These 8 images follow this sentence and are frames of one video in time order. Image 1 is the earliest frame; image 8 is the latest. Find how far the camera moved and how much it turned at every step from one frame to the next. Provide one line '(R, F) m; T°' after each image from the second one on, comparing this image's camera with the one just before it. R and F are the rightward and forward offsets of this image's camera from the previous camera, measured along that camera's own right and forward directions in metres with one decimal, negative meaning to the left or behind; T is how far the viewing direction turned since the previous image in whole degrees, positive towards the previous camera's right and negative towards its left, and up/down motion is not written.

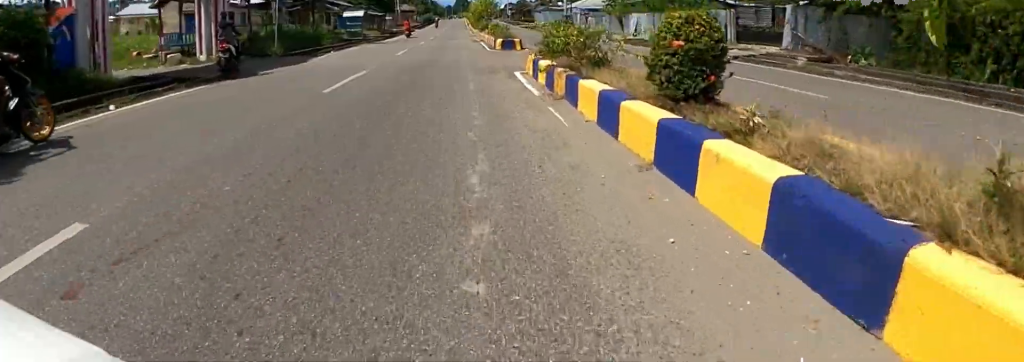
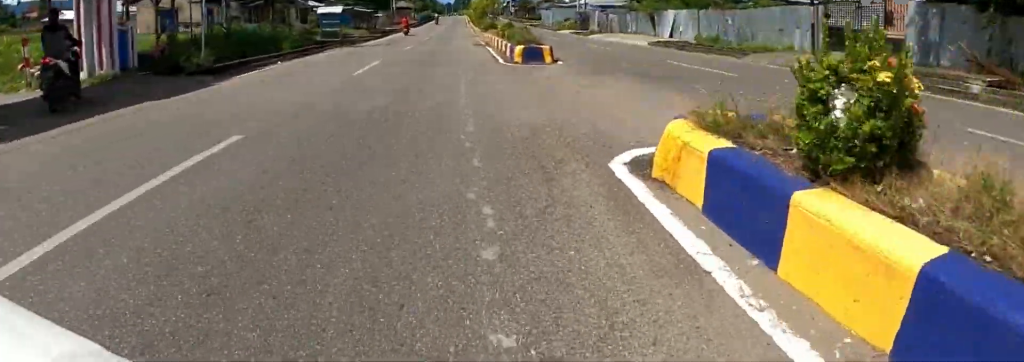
(0.0, +6.5) m; +1°
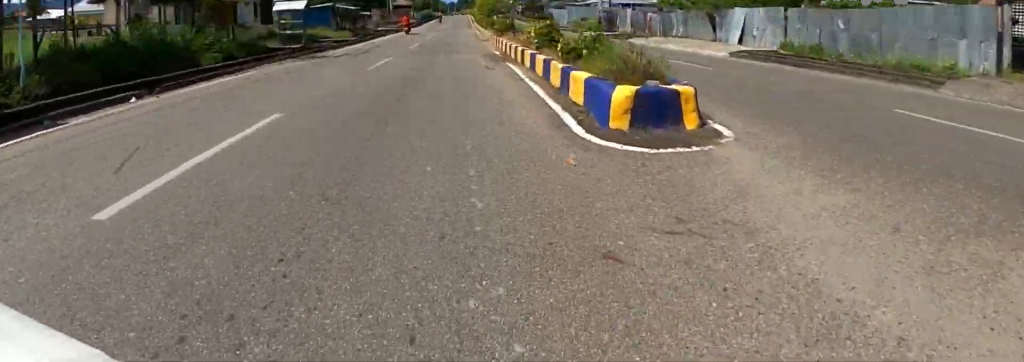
(+0.1, +7.4) m; +1°
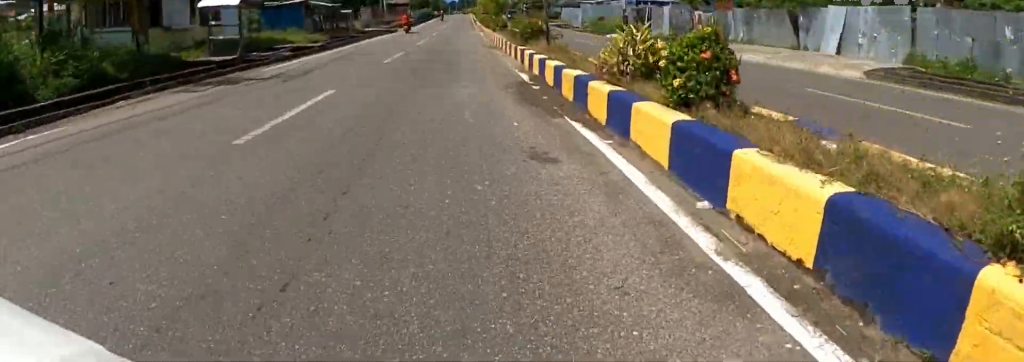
(0.0, +6.4) m; 0°
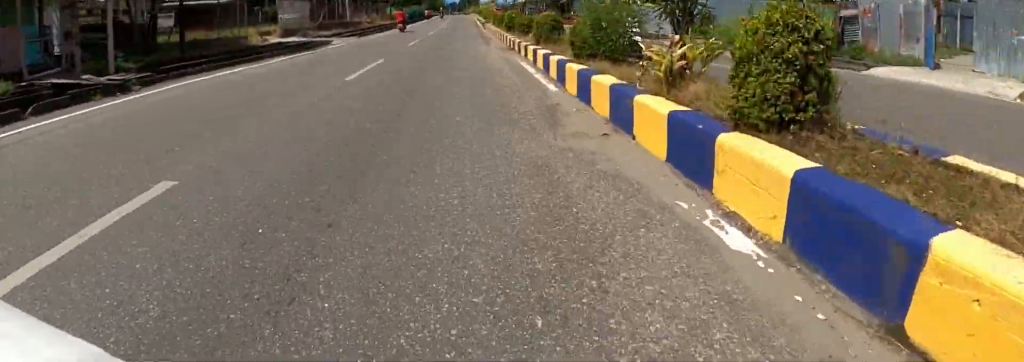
(0.0, +20.6) m; 0°
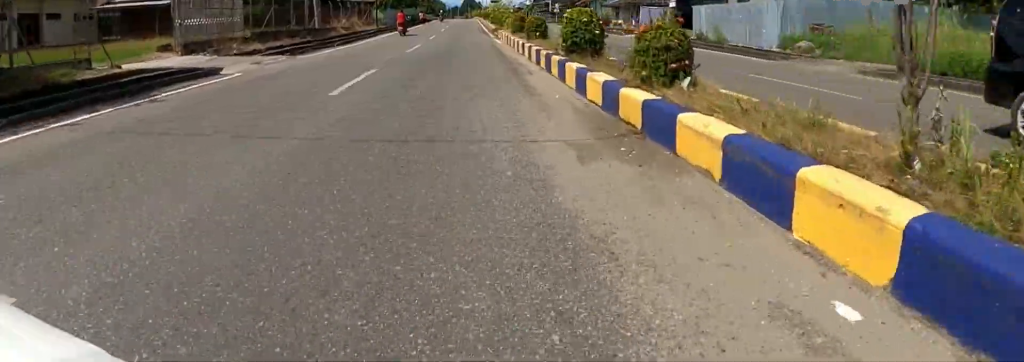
(0.0, +9.3) m; 0°
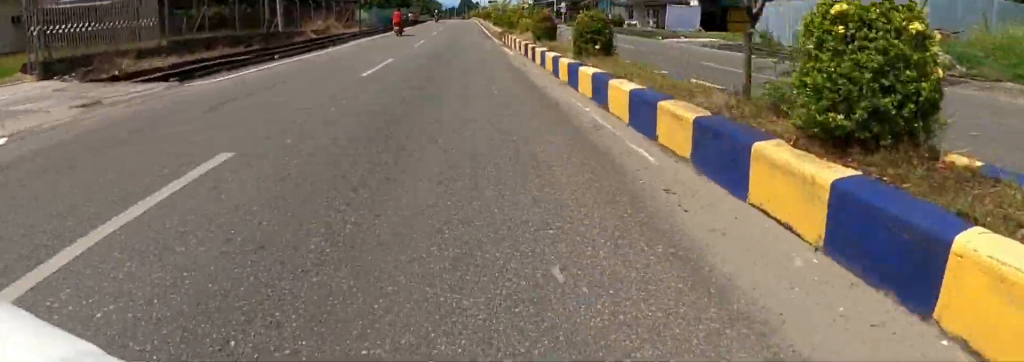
(0.0, +5.8) m; 0°
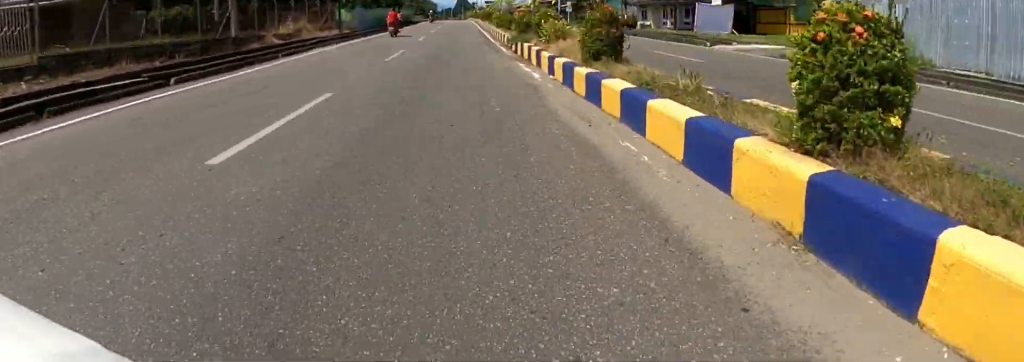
(0.0, +5.0) m; 0°
